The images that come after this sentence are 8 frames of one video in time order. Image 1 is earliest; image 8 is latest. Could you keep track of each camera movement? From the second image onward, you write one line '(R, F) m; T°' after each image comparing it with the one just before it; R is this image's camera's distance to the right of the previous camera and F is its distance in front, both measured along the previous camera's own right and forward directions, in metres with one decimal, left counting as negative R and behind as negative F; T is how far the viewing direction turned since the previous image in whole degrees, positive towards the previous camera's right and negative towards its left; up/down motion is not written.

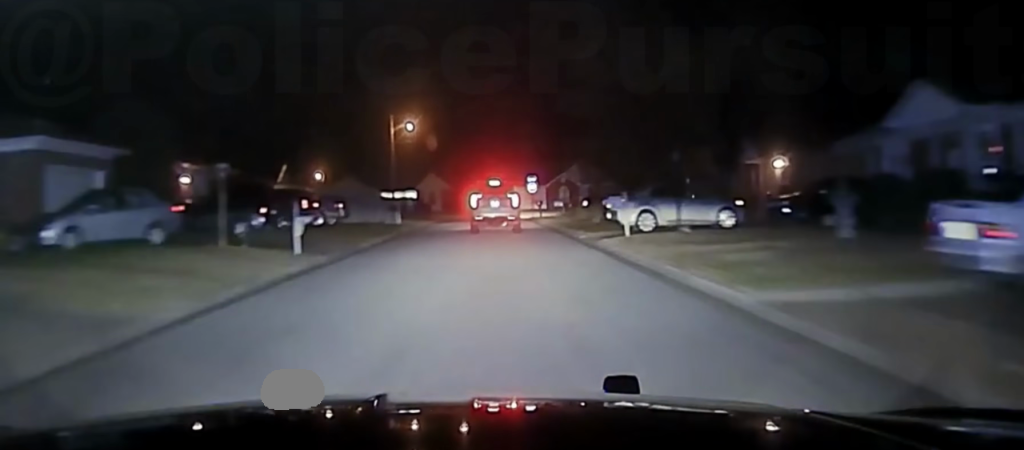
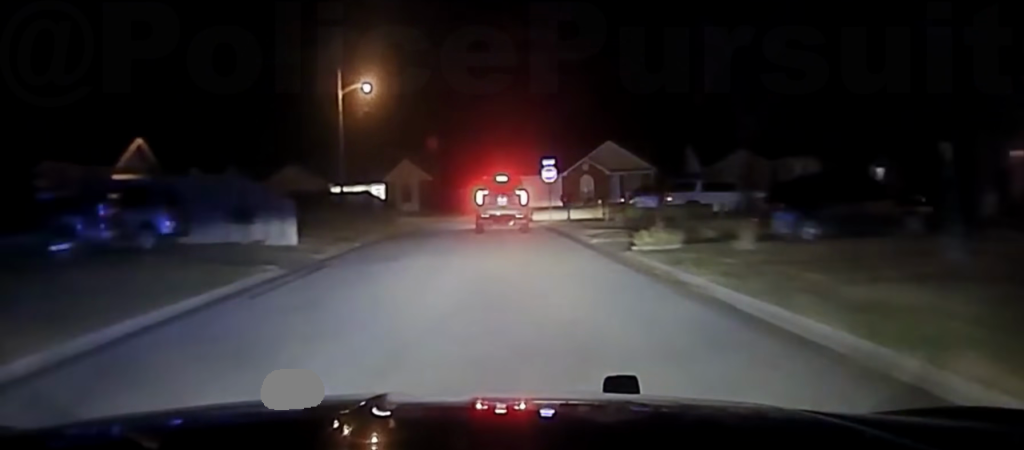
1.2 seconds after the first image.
(+0.1, +31.8) m; -1°
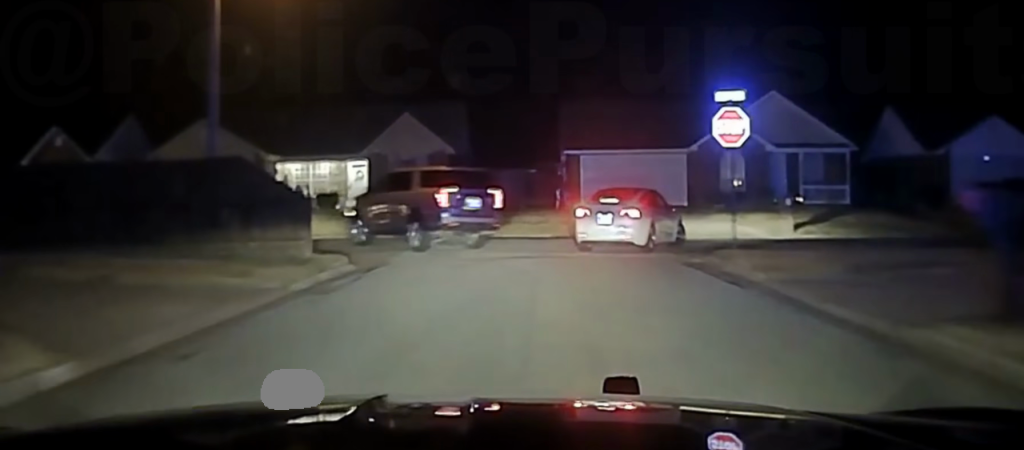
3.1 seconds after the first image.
(-0.9, +36.3) m; -8°
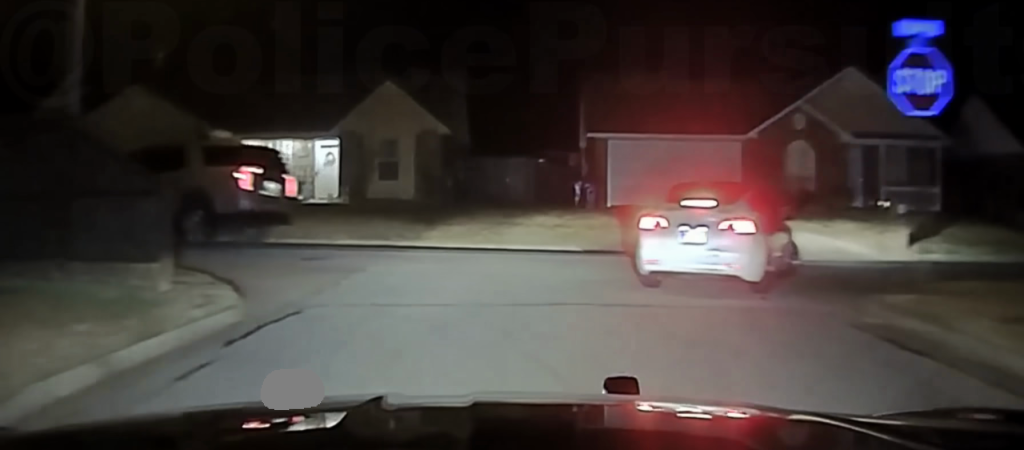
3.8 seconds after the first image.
(-0.1, +8.9) m; -10°
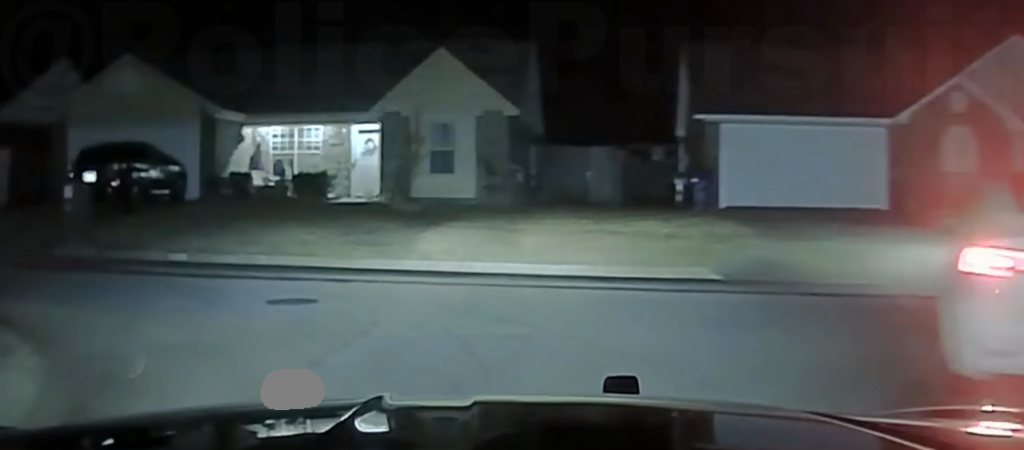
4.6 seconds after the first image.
(-1.5, +8.2) m; -19°
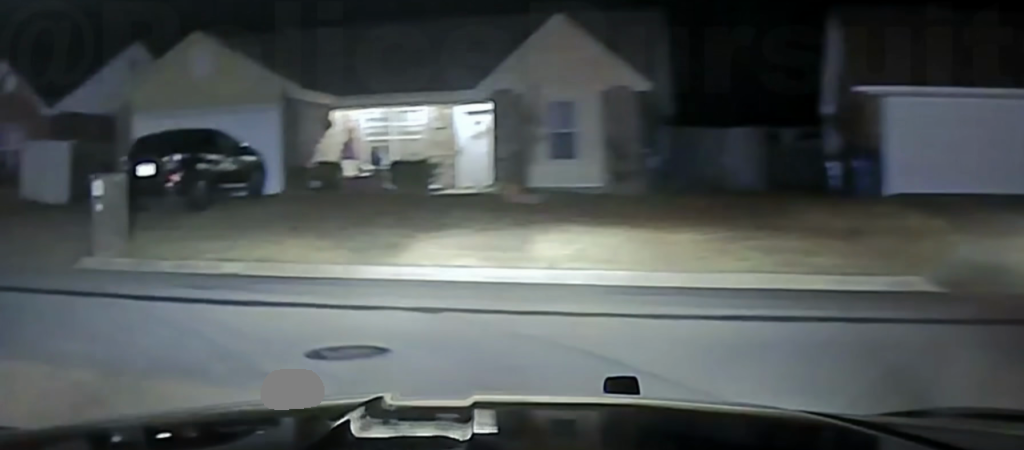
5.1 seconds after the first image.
(-0.6, +3.6) m; -13°
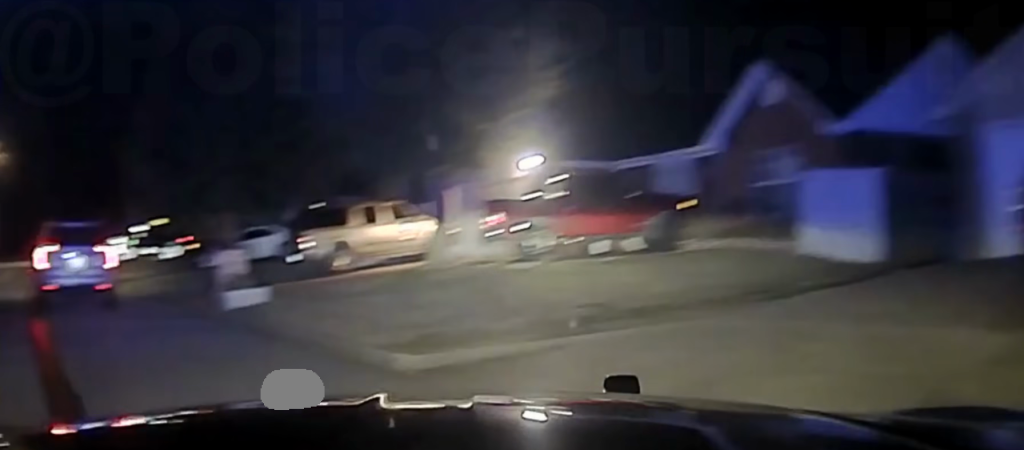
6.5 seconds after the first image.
(-3.6, +9.8) m; -32°
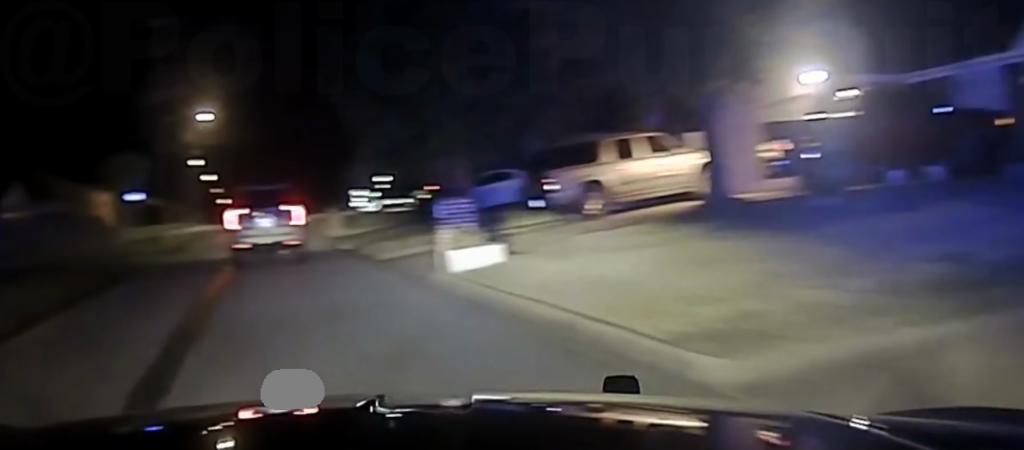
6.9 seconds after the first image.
(-0.2, +4.0) m; -6°
